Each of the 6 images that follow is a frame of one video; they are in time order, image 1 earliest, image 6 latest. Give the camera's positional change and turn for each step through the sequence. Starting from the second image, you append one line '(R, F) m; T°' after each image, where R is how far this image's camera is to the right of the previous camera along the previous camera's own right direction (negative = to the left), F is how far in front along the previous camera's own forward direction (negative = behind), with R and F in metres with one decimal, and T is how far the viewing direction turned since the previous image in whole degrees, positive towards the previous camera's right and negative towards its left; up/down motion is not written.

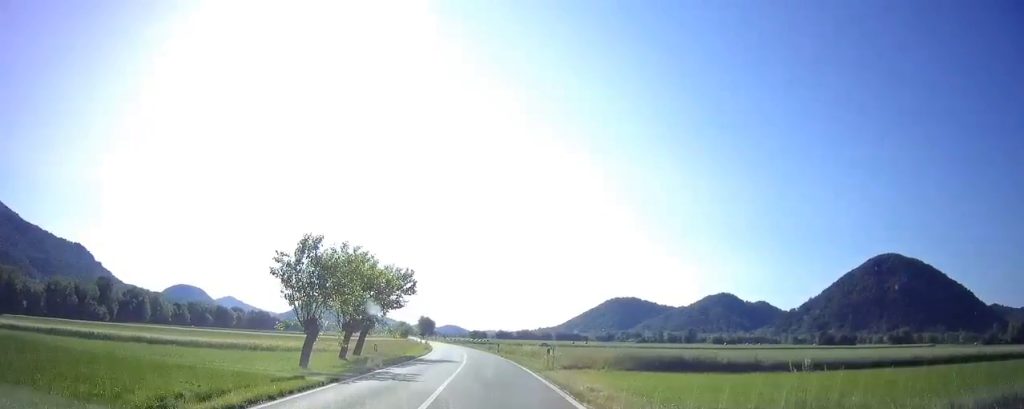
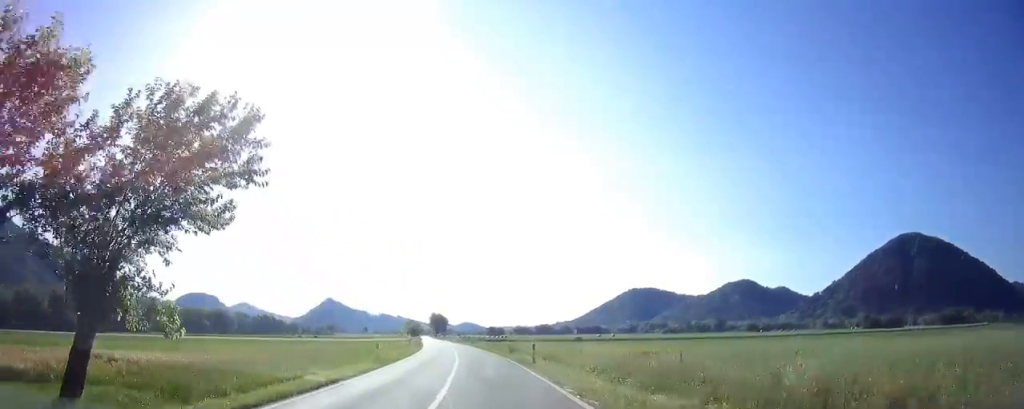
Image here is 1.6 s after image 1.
(-1.0, +28.0) m; -3°
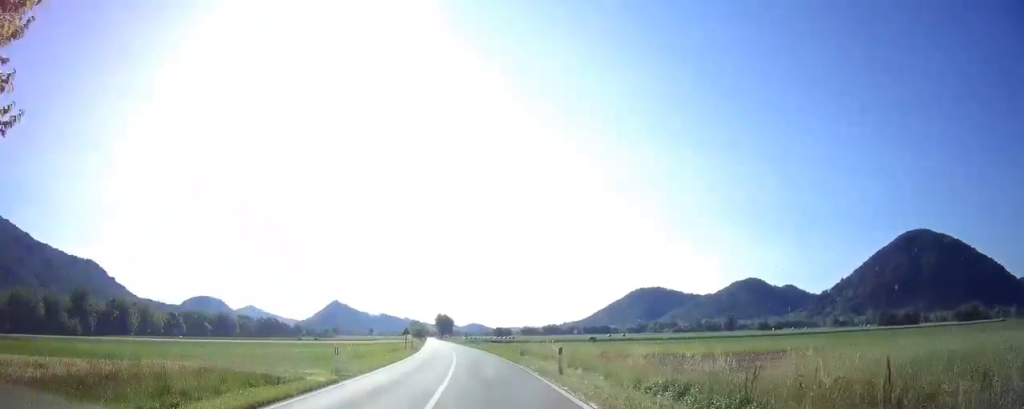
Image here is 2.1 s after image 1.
(+0.1, +7.5) m; -1°
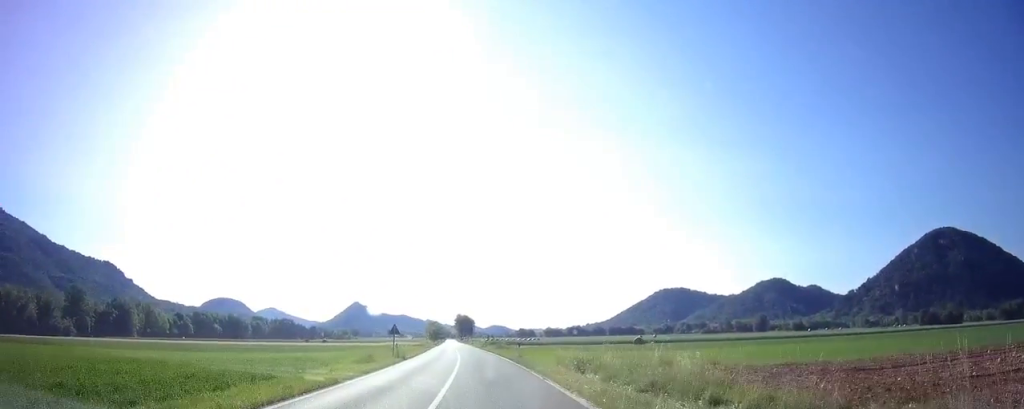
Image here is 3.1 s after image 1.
(-0.4, +17.8) m; -2°
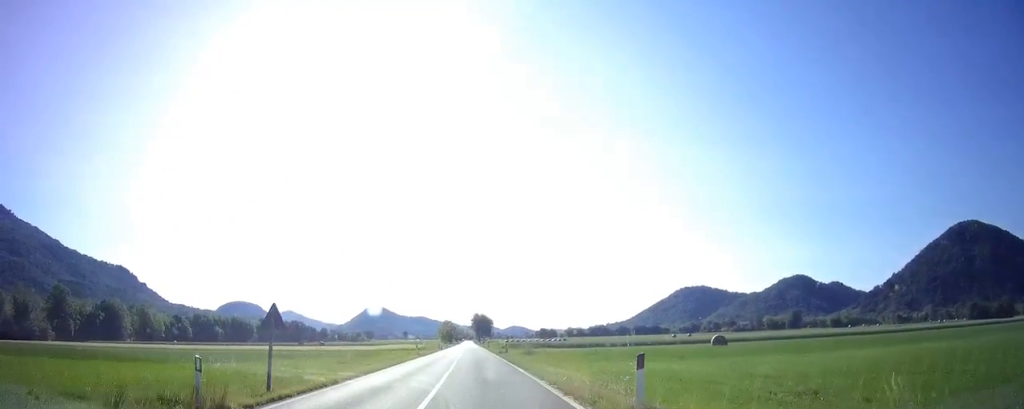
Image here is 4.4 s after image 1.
(-0.3, +23.1) m; -2°
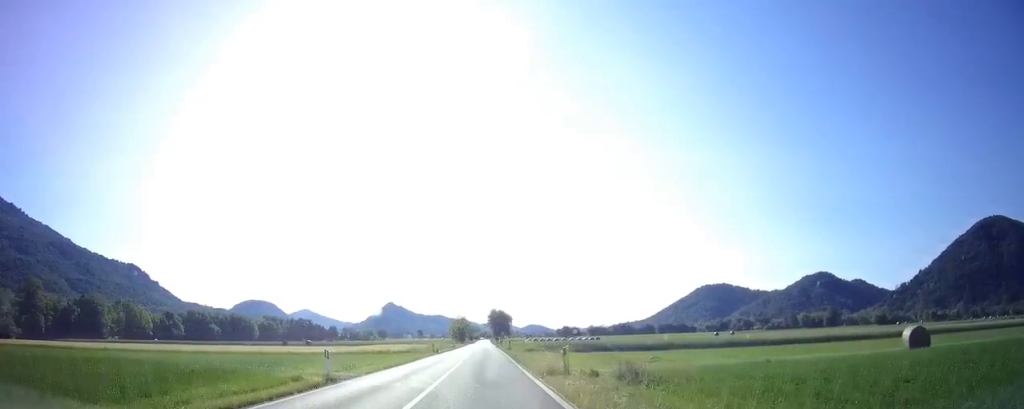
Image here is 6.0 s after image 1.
(+0.1, +27.7) m; 0°
